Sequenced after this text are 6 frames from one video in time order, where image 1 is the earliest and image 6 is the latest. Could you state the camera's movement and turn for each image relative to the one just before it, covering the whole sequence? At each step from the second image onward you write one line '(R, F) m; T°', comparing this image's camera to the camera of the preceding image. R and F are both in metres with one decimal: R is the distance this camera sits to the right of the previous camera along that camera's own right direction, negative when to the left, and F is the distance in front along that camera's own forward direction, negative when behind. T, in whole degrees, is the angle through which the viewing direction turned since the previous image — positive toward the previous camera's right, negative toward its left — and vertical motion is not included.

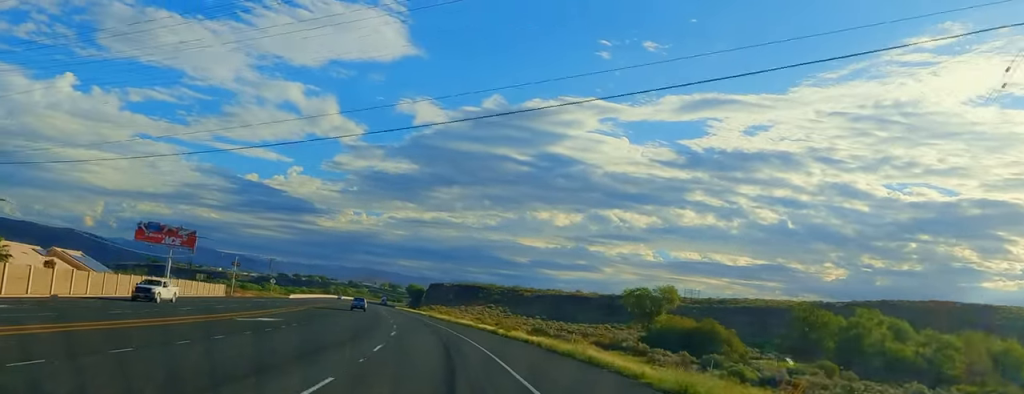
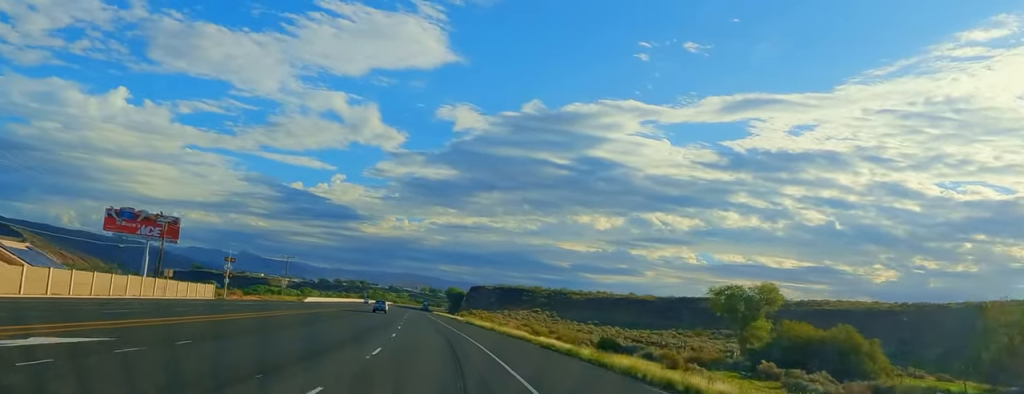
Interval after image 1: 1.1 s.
(-0.4, +25.8) m; -2°
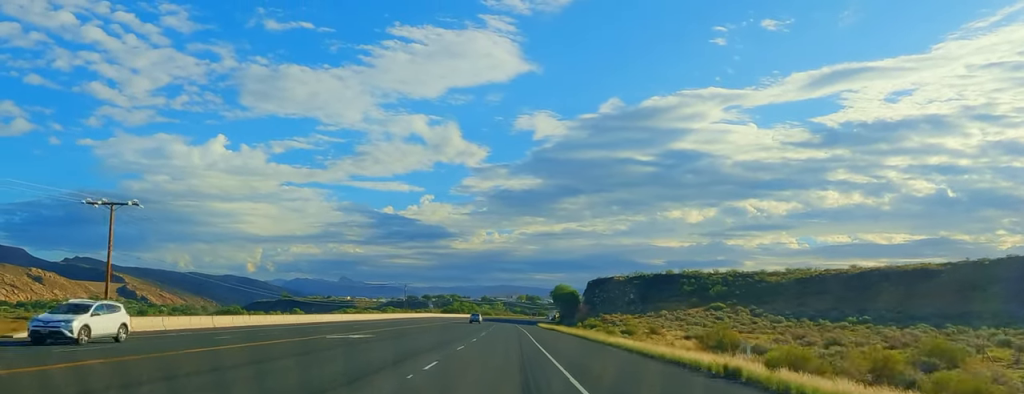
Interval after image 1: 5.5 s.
(-5.0, +110.4) m; -4°
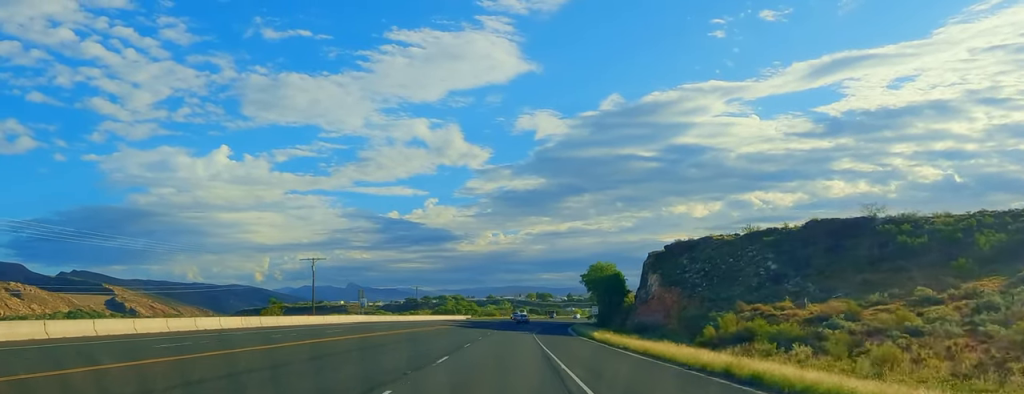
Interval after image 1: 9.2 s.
(+0.7, +93.7) m; +2°
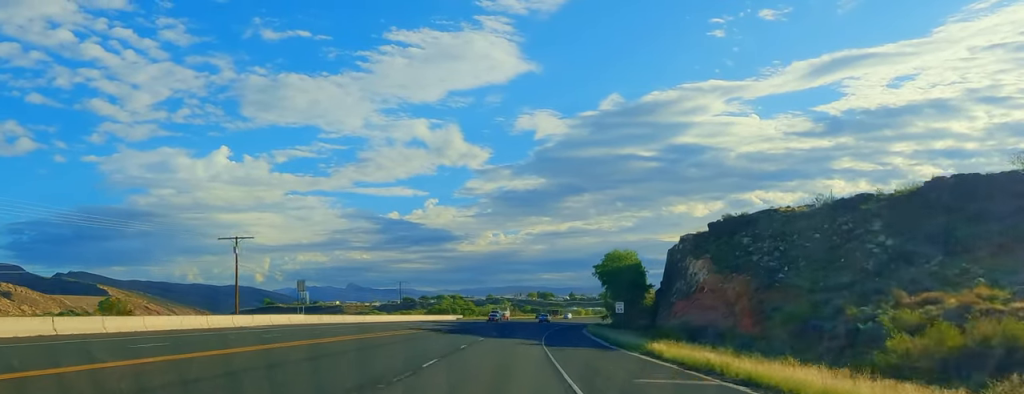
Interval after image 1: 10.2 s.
(+0.4, +26.8) m; +1°
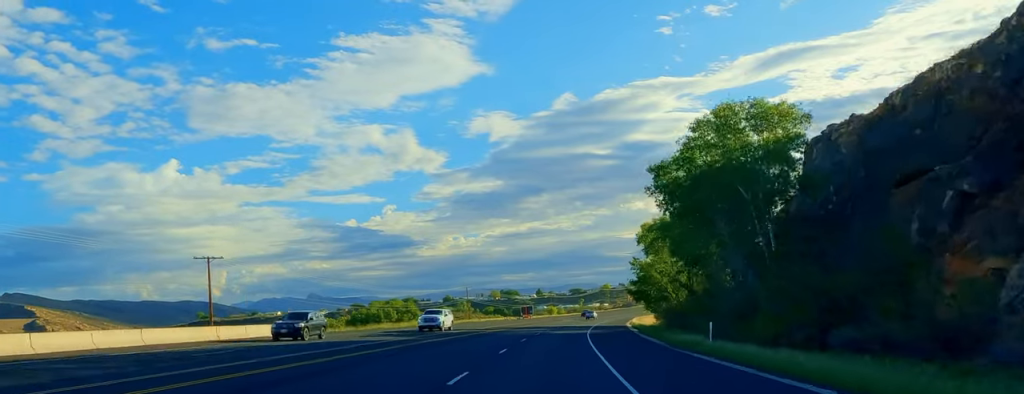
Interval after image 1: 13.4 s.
(+1.8, +83.8) m; +4°
